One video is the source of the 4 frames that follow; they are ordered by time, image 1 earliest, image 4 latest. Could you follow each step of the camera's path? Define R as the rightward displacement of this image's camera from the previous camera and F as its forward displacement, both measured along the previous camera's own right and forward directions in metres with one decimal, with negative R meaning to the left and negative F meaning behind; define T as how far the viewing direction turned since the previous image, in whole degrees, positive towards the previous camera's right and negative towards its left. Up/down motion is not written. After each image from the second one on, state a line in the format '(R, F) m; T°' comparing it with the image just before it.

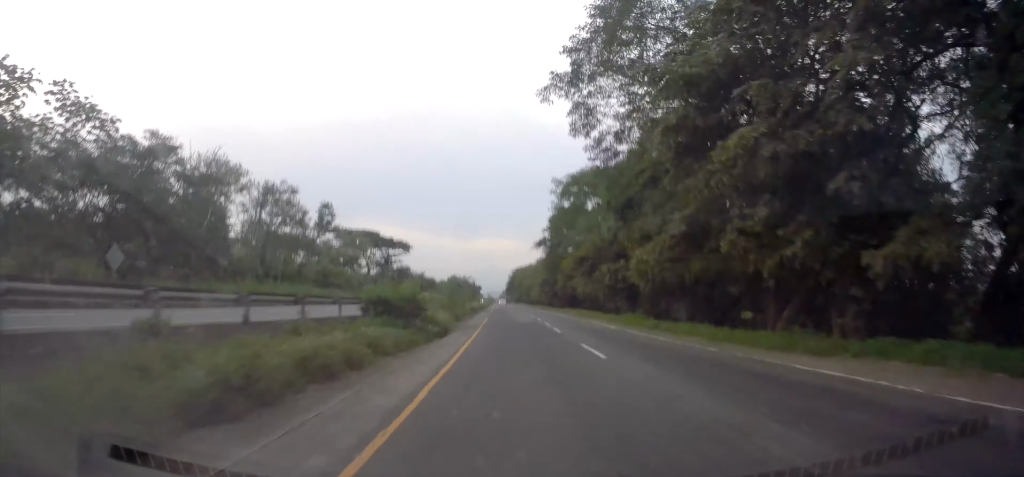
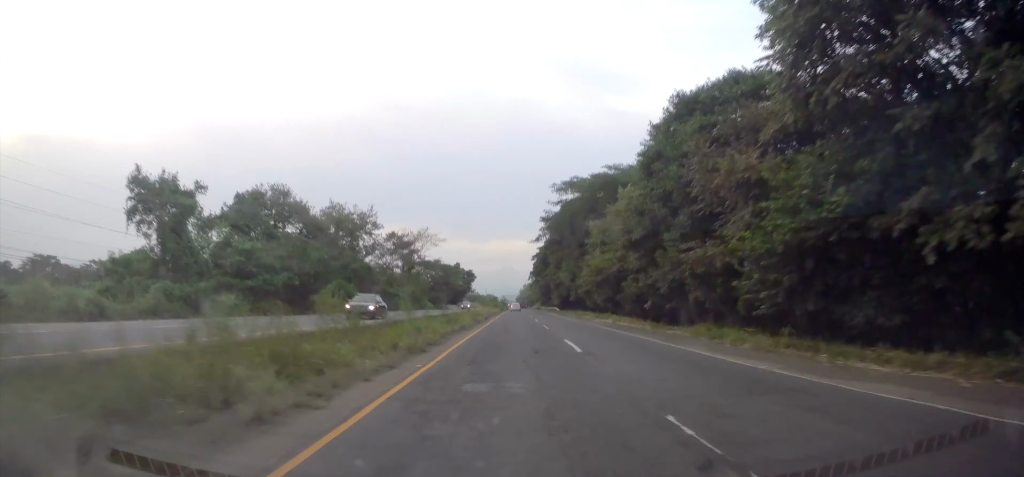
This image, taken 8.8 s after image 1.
(-6.5, +212.8) m; -2°
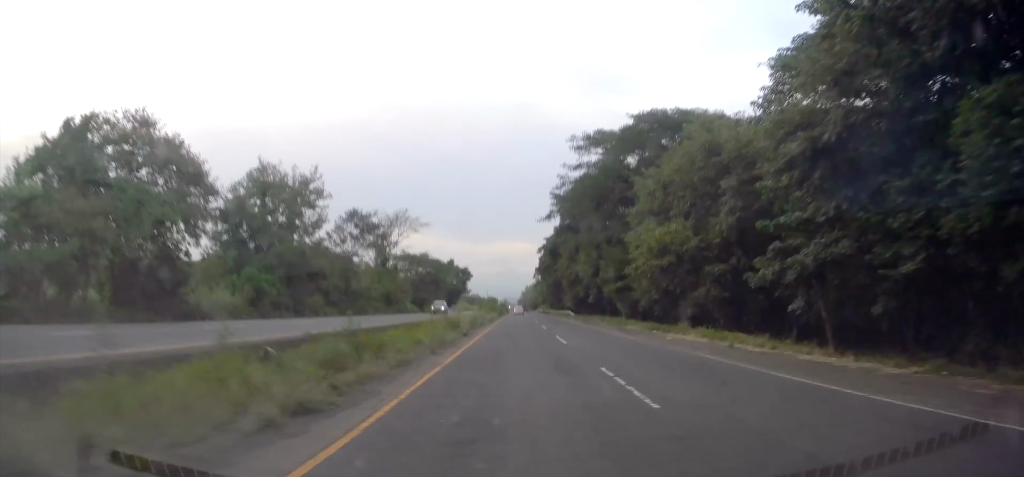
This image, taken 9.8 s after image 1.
(-0.3, +22.2) m; 0°
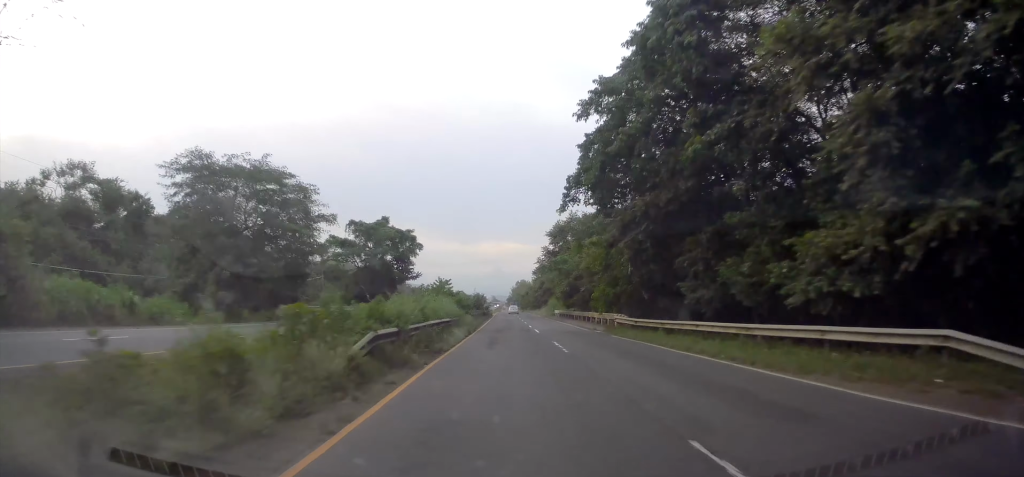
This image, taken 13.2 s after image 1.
(-0.2, +73.1) m; +2°
